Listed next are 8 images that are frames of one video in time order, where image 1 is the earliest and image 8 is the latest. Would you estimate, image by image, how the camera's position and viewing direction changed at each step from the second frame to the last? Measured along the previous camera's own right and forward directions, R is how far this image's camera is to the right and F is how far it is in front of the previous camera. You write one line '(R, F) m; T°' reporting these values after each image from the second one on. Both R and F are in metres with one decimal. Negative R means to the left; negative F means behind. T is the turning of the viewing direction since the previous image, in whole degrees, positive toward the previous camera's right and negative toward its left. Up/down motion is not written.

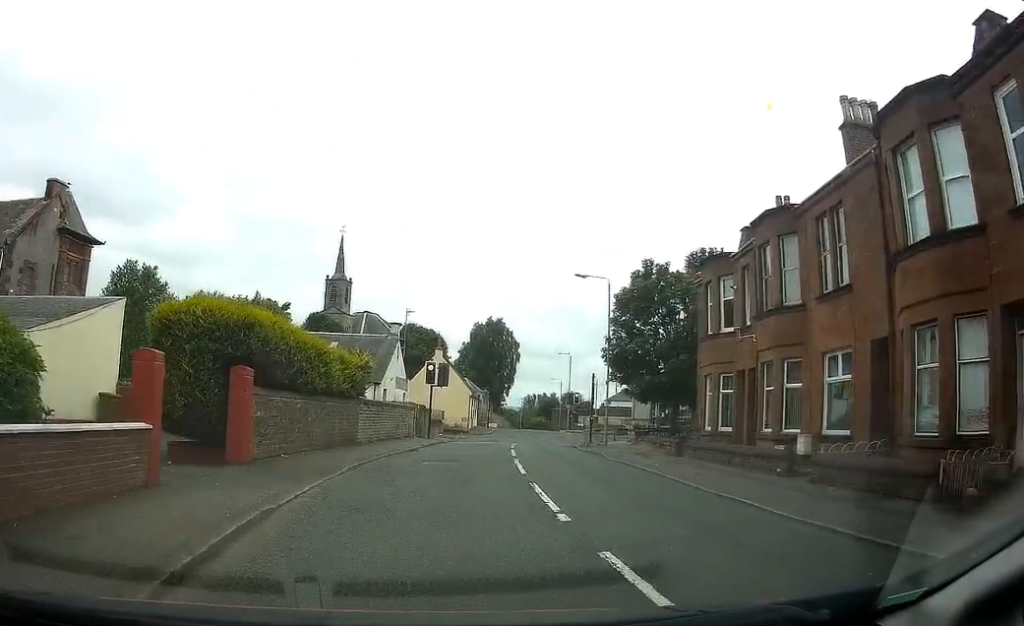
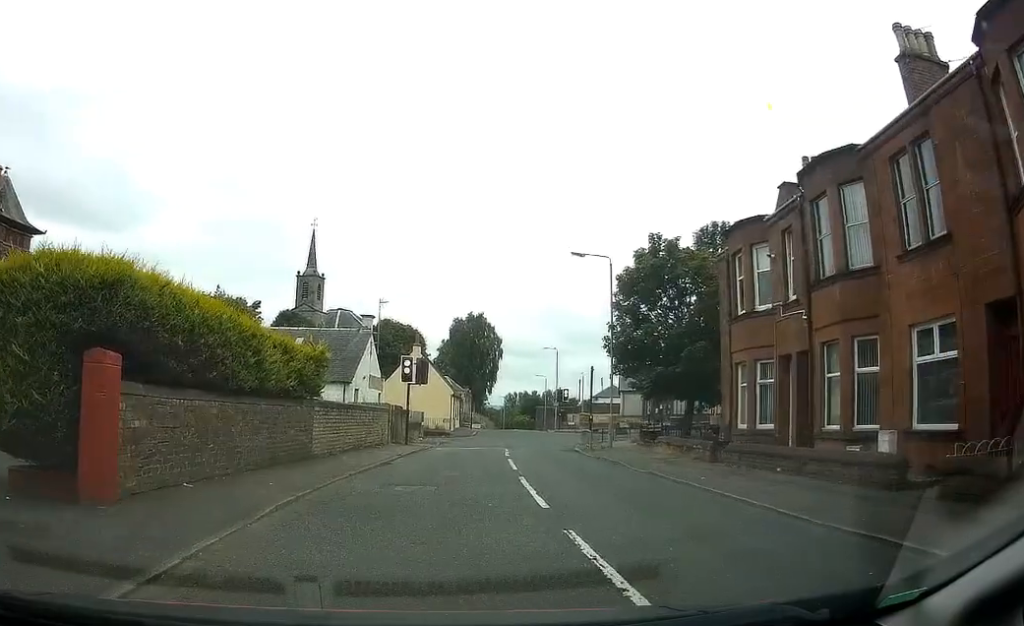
(0.0, +4.6) m; +1°
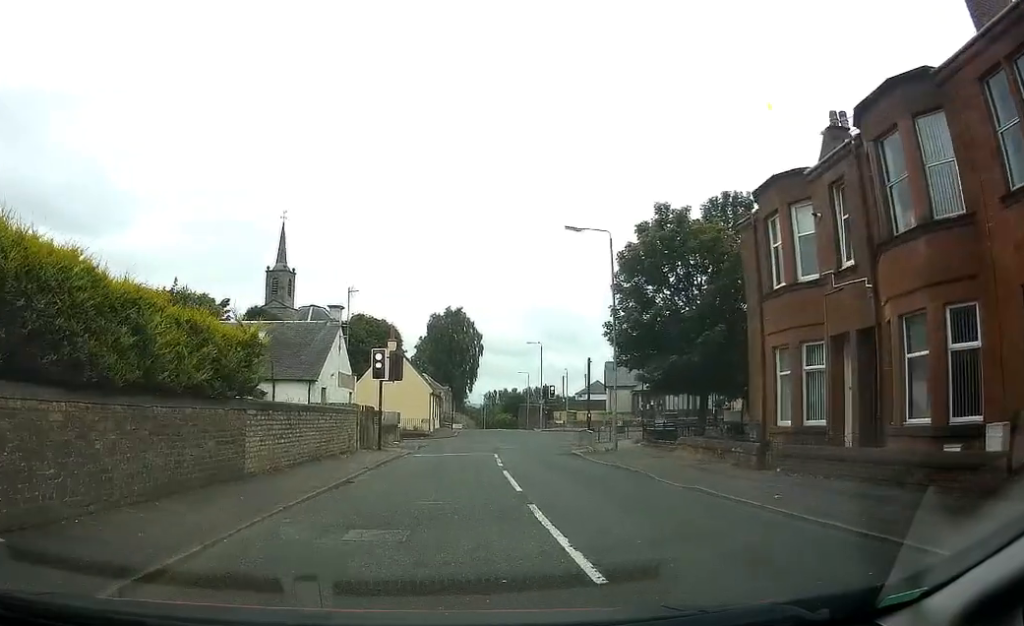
(+0.1, +4.1) m; +2°
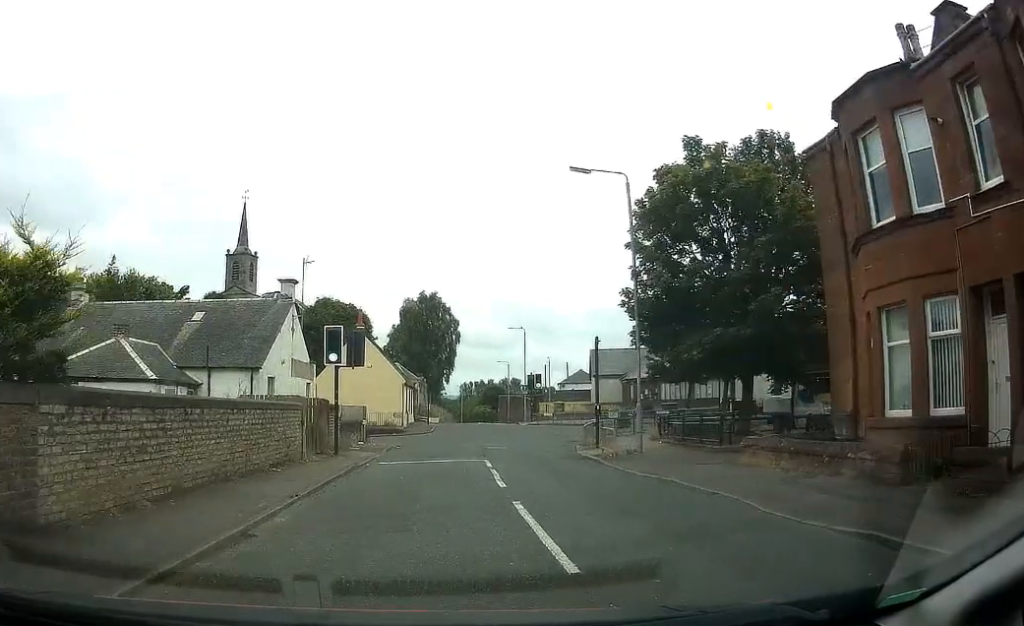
(+0.1, +5.8) m; +2°
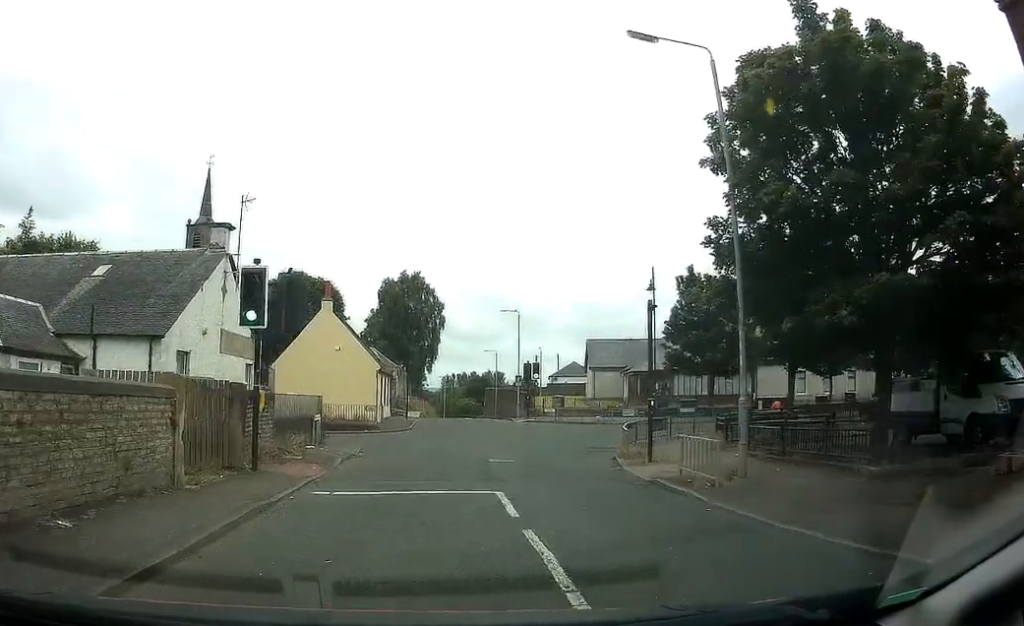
(+0.2, +7.5) m; +4°
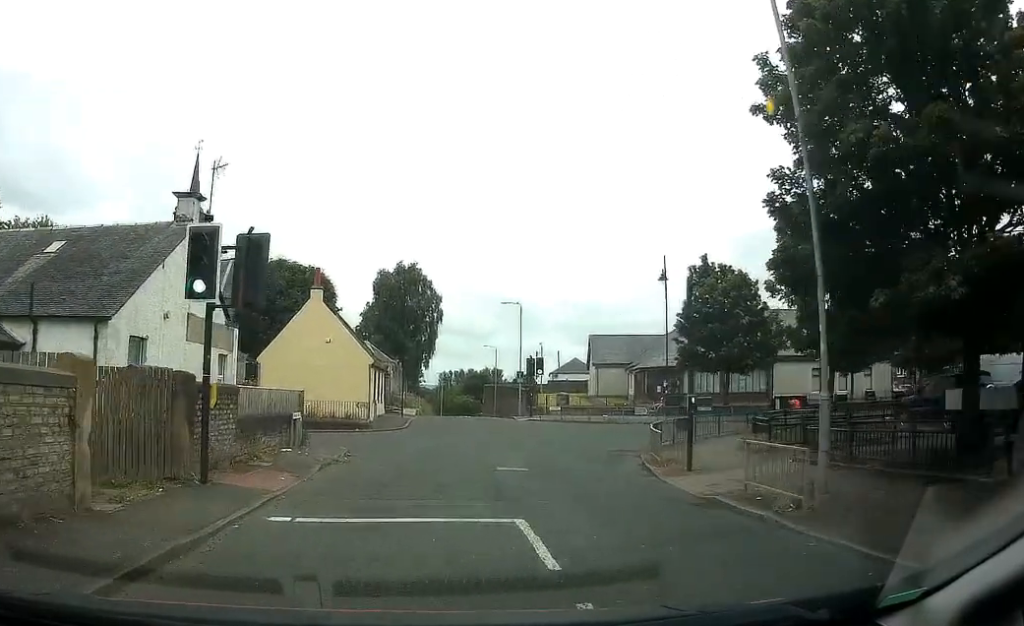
(+0.1, +2.8) m; 0°
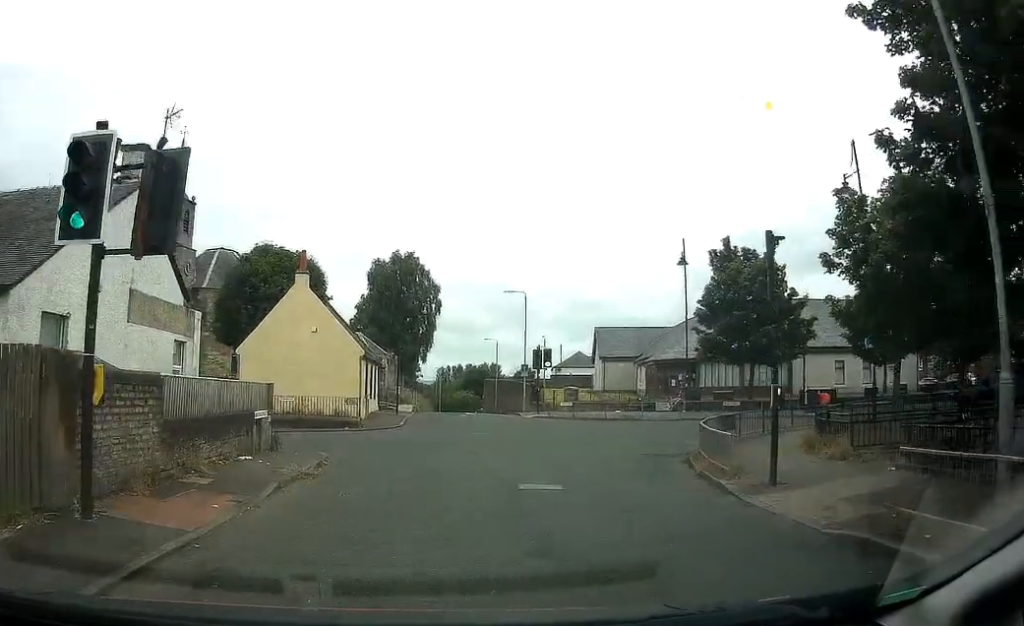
(+0.1, +3.6) m; 0°
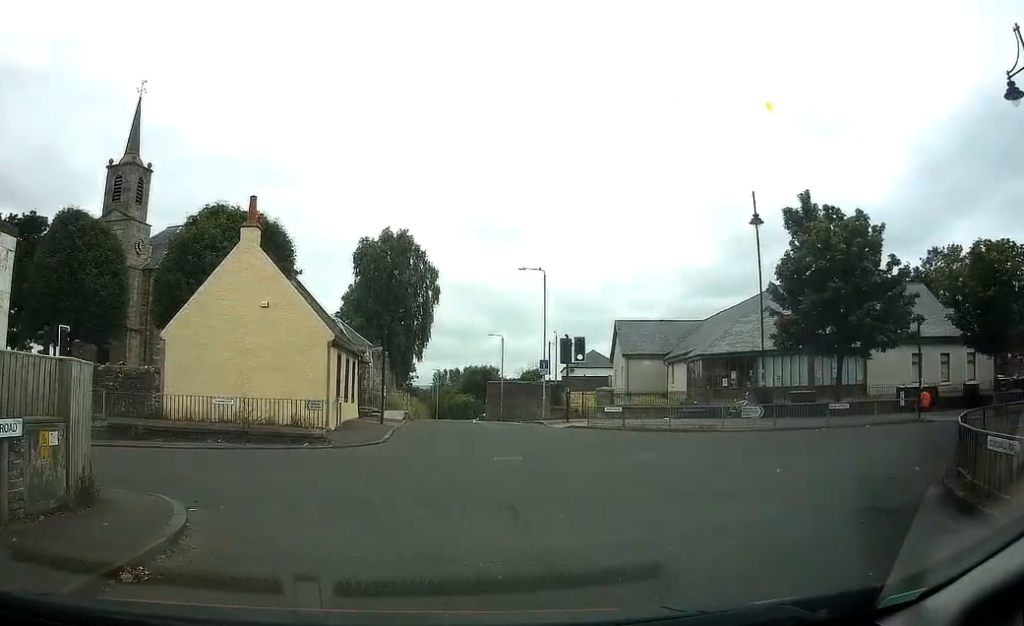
(-0.2, +9.4) m; +1°
